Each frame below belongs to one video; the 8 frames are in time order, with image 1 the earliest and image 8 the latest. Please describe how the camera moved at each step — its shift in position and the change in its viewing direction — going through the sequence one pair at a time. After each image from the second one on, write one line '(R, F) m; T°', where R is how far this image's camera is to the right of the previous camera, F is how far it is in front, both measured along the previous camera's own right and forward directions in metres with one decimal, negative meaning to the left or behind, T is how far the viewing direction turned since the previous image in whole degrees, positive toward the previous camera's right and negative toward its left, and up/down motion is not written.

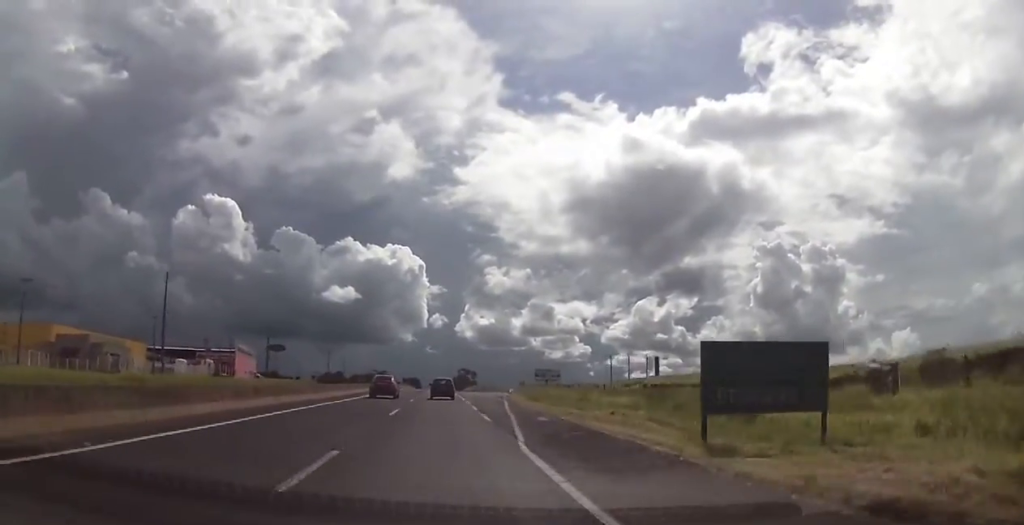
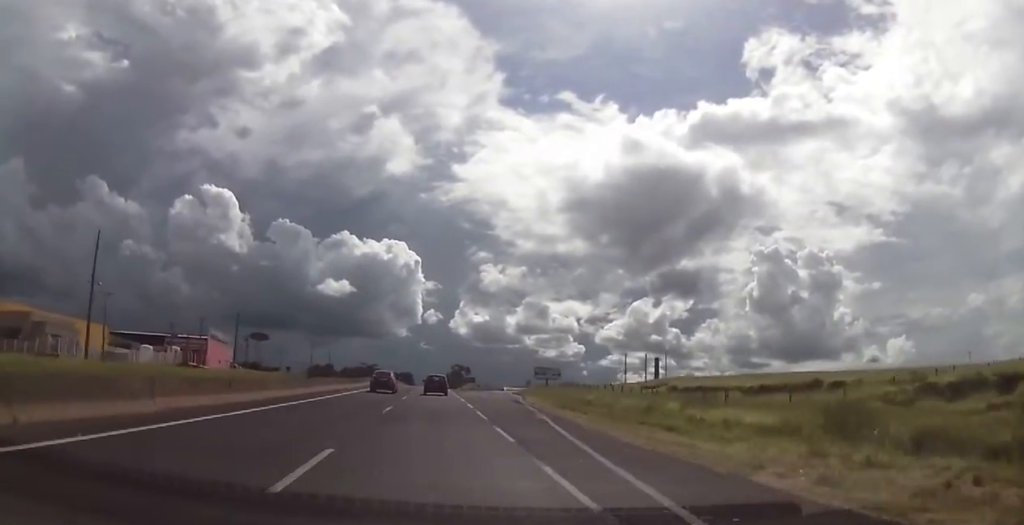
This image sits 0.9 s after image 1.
(0.0, +16.7) m; 0°
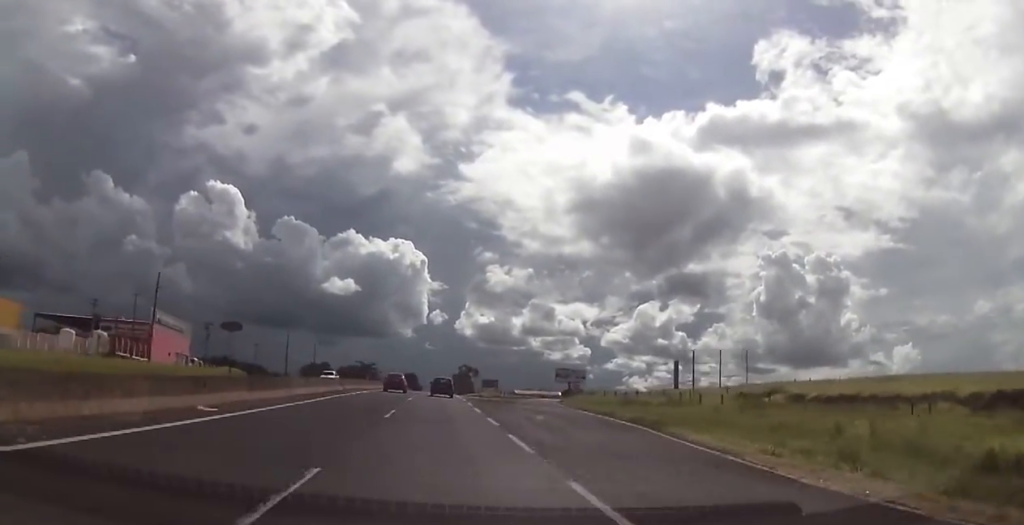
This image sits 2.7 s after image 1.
(-0.2, +34.2) m; -1°
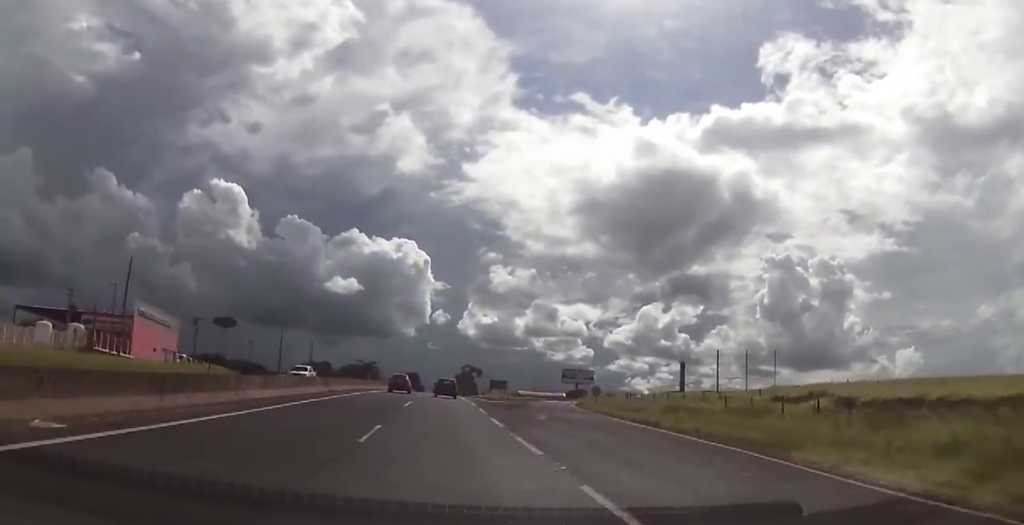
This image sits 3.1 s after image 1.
(0.0, +8.1) m; 0°
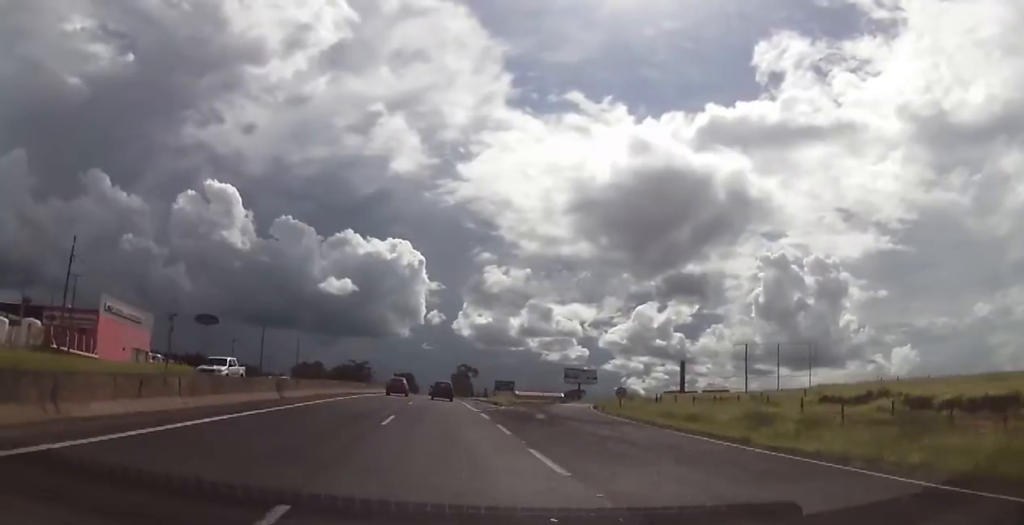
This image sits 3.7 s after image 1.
(+0.1, +10.7) m; 0°
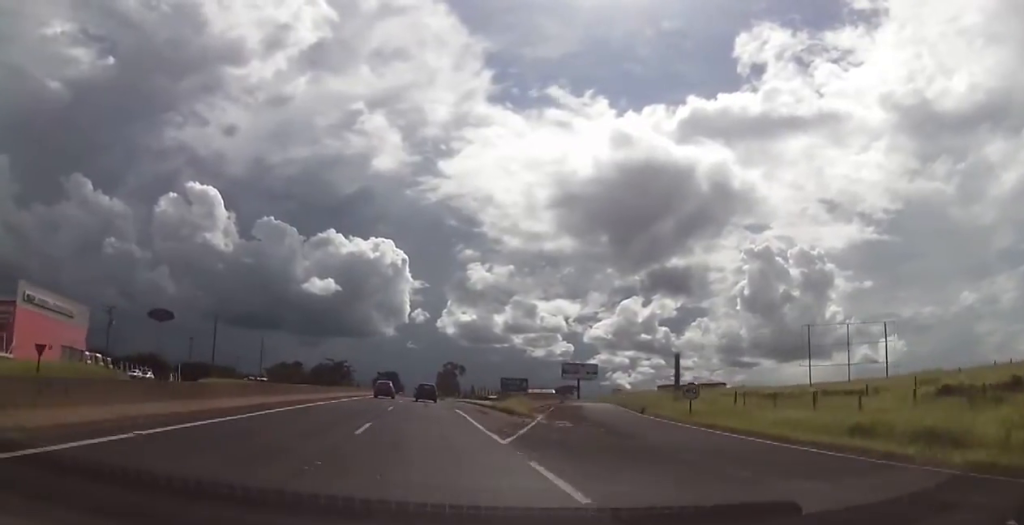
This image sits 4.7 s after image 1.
(+0.1, +18.8) m; 0°
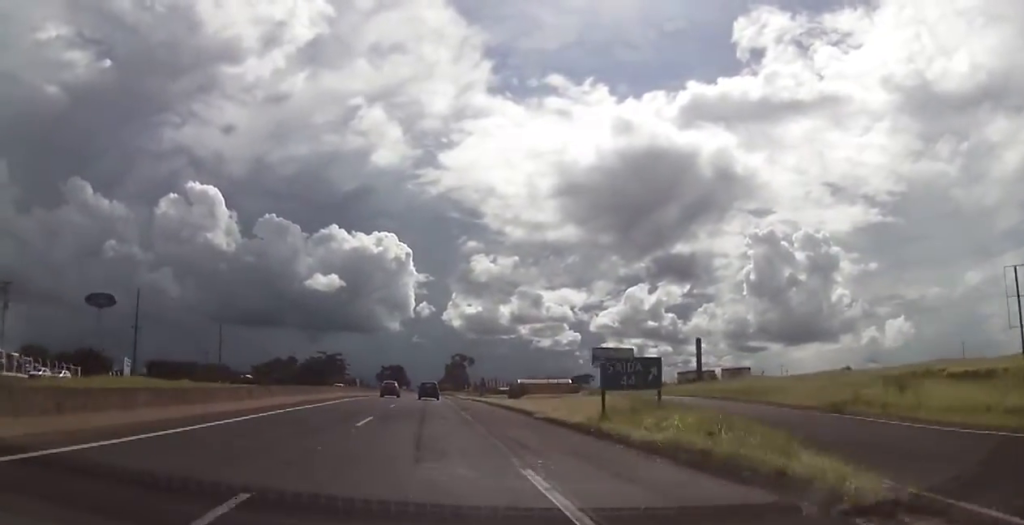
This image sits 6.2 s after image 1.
(+0.1, +28.9) m; +2°
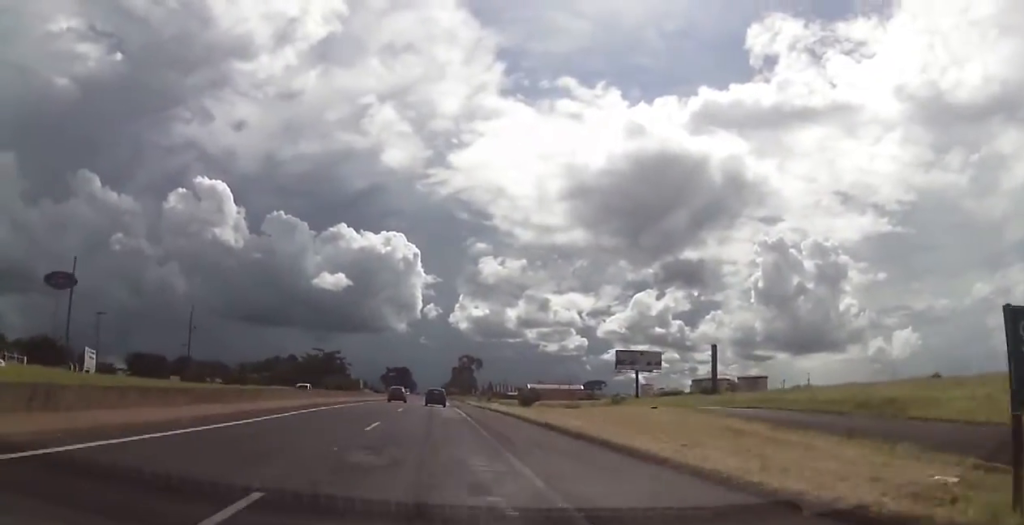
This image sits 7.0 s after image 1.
(+0.5, +15.7) m; 0°
